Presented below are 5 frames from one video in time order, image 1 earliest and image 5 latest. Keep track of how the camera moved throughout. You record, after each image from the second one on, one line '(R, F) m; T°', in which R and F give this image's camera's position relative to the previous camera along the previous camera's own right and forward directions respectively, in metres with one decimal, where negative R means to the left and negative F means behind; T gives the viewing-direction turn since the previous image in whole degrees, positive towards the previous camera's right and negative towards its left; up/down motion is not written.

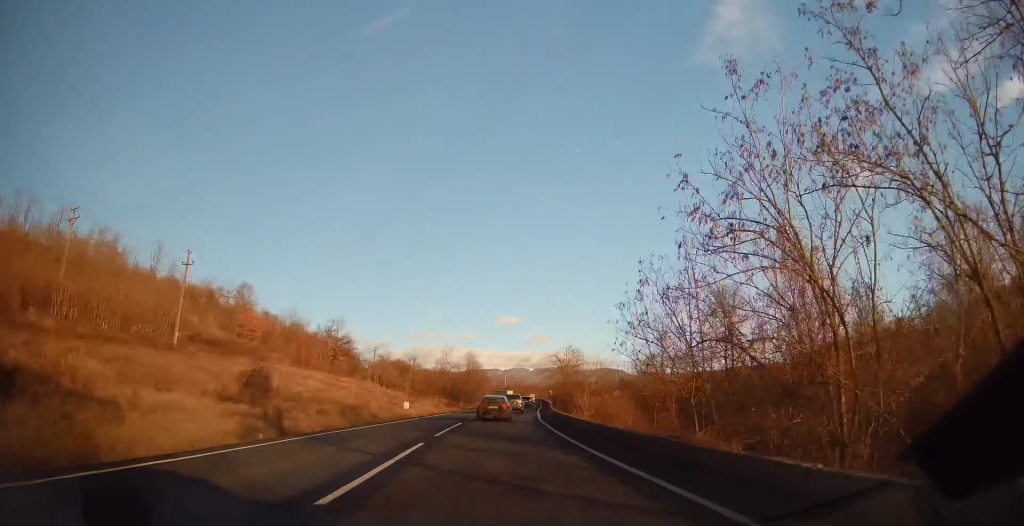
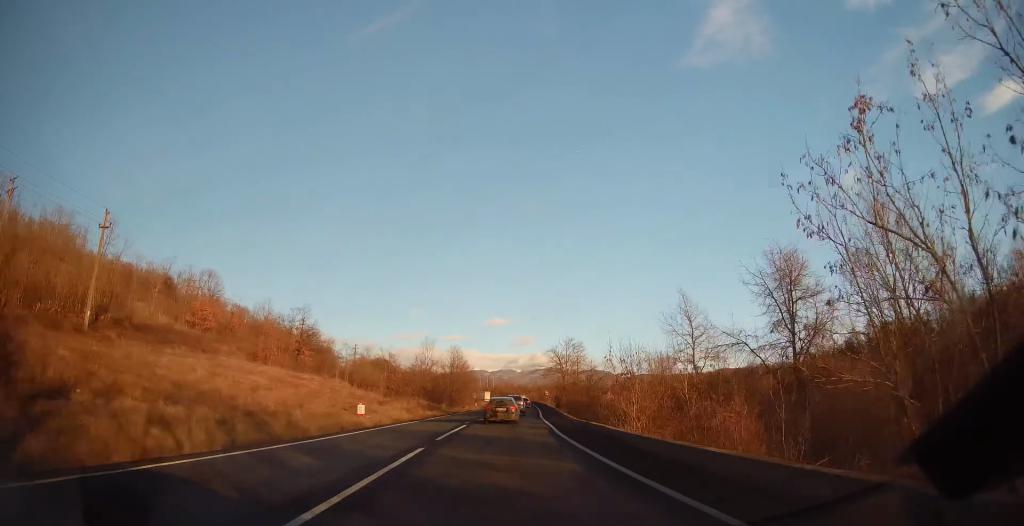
(0.0, +12.8) m; +2°
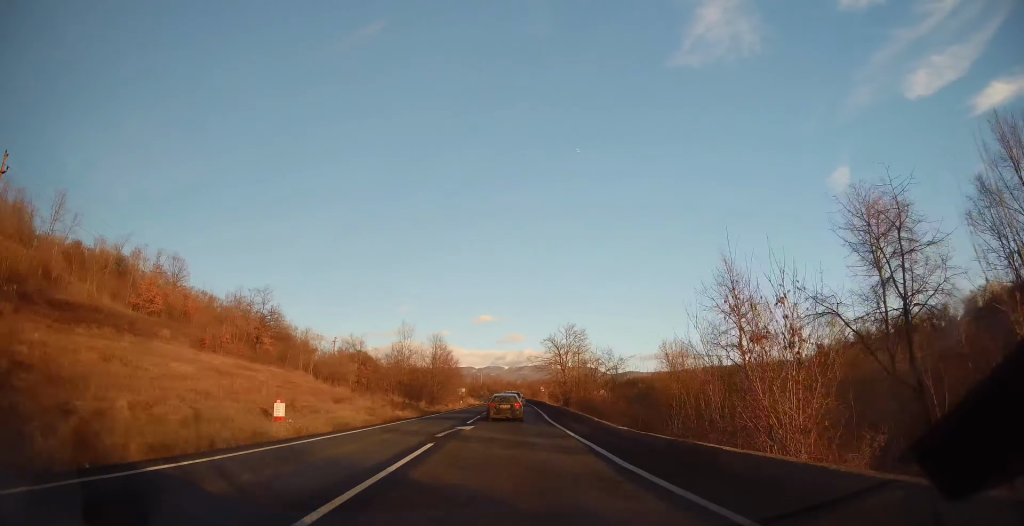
(+0.4, +11.6) m; +2°
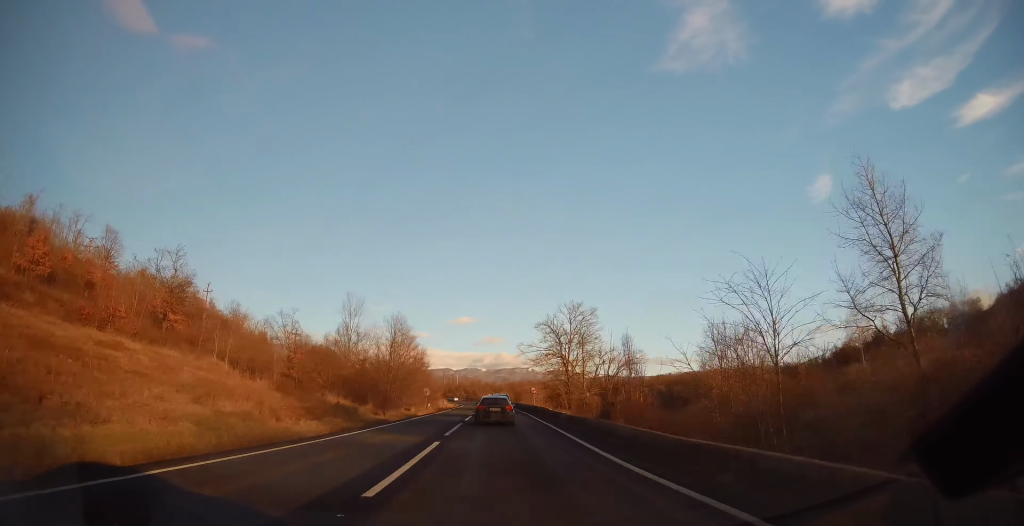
(+0.1, +18.3) m; +2°
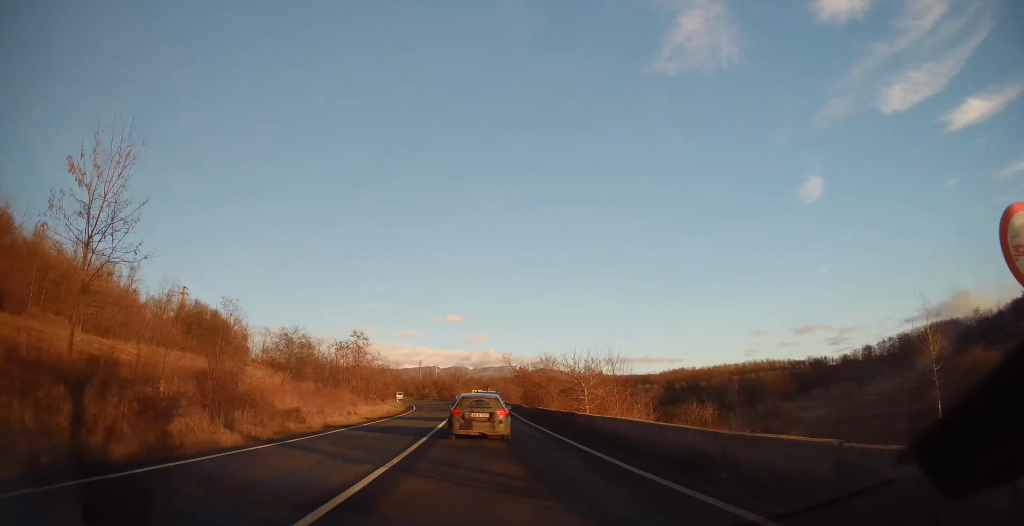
(+0.4, +59.3) m; +1°
